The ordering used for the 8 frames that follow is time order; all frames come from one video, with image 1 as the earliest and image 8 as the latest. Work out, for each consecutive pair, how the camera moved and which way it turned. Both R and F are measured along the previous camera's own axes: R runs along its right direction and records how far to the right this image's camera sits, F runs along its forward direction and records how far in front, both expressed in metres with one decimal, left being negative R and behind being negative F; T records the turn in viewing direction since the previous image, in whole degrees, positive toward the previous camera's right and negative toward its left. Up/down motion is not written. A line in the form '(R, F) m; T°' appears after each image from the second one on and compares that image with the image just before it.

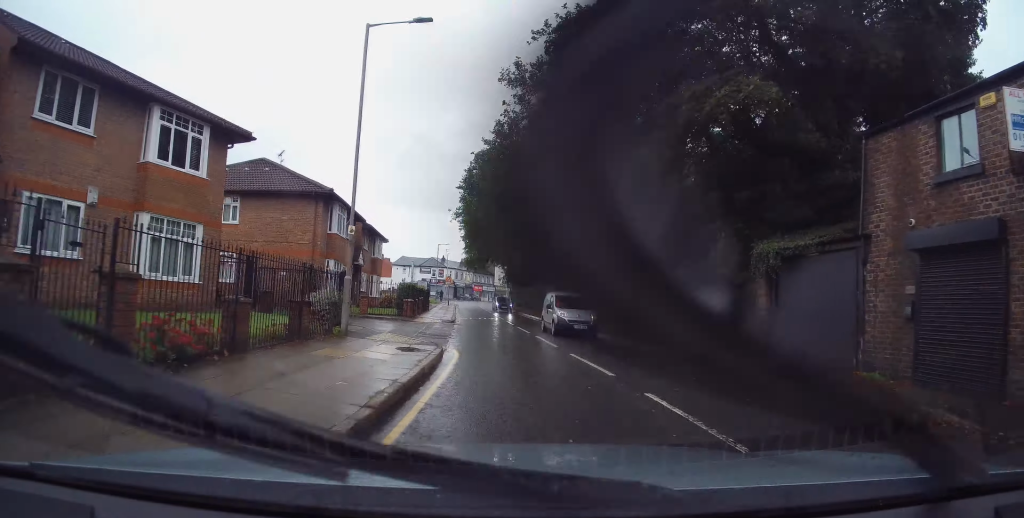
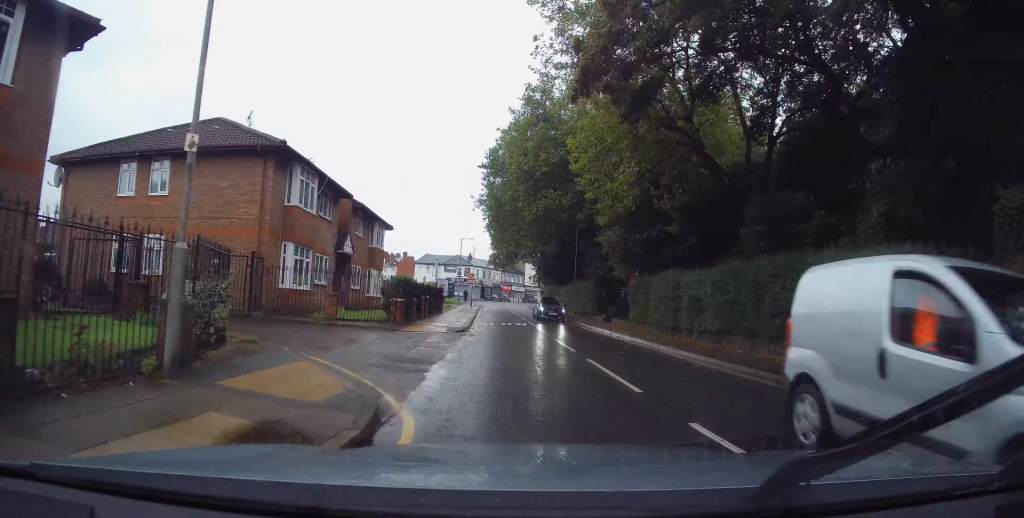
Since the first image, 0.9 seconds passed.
(+0.5, +7.8) m; 0°
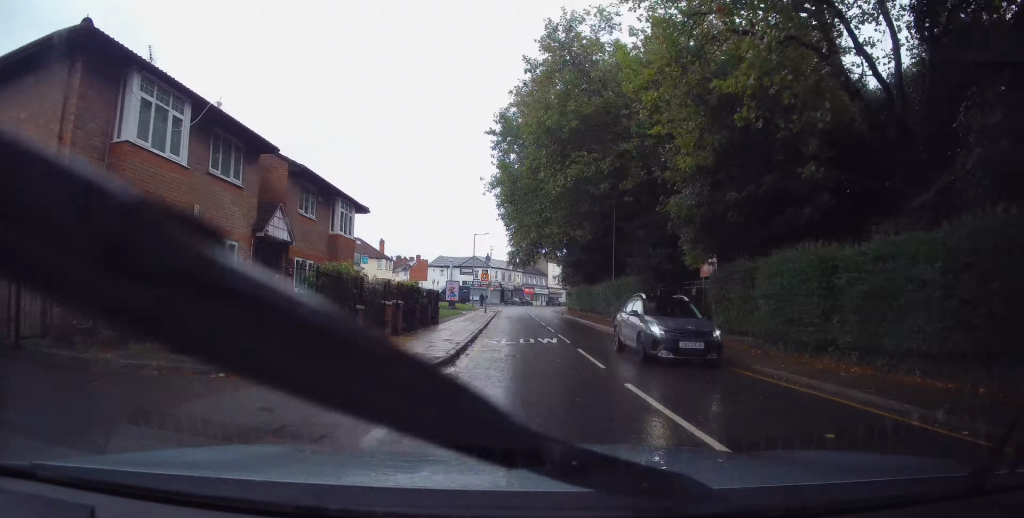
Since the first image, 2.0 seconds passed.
(-0.5, +9.2) m; -4°
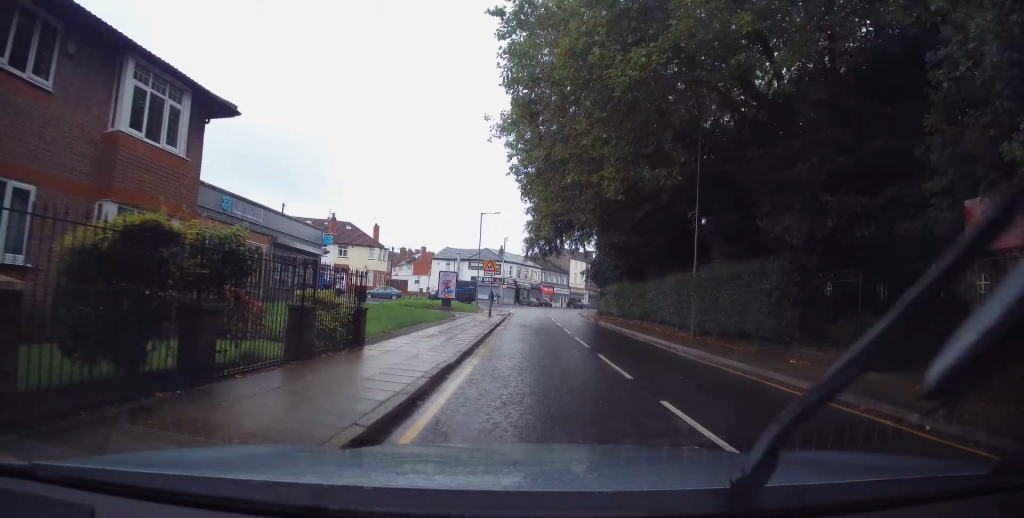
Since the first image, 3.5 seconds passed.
(0.0, +13.6) m; -2°
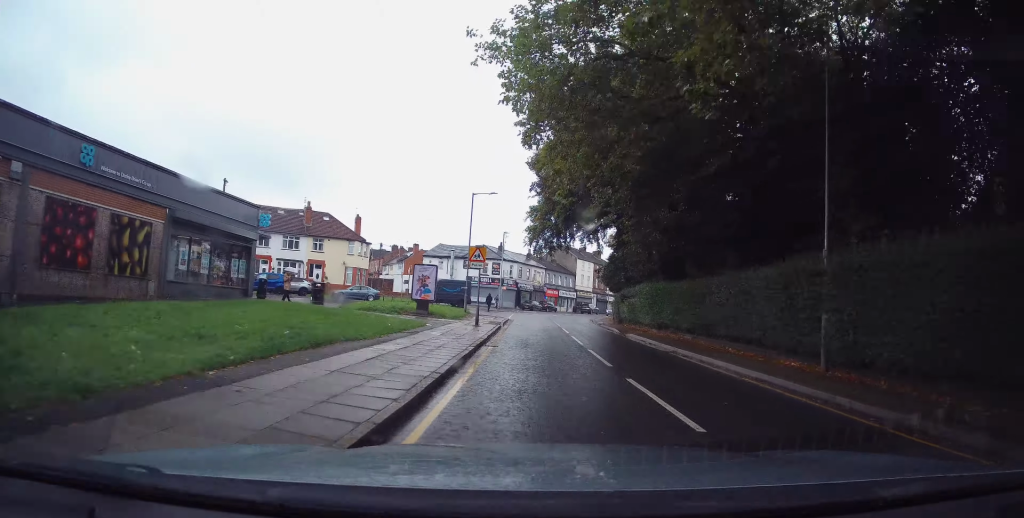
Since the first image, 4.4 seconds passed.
(-0.2, +9.5) m; -2°
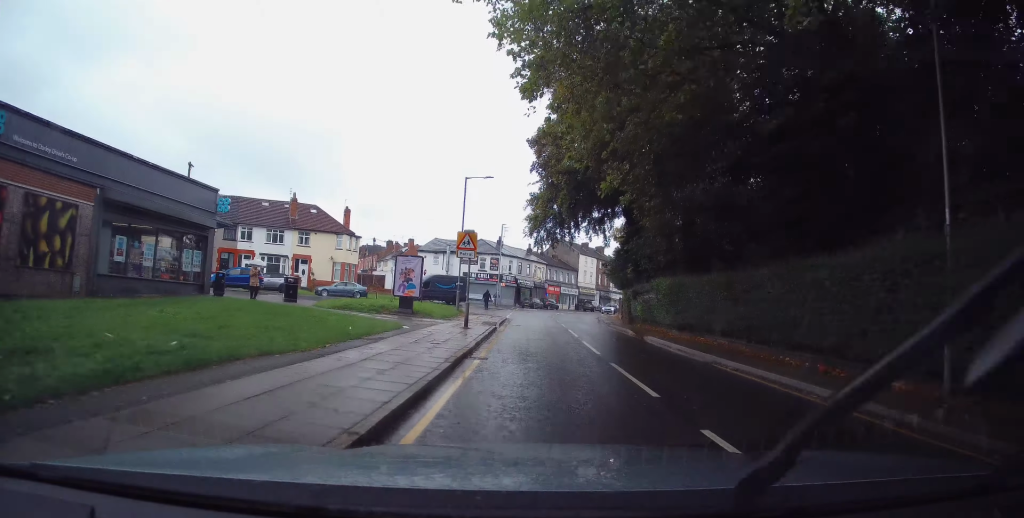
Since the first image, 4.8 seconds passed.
(-0.2, +4.0) m; 0°
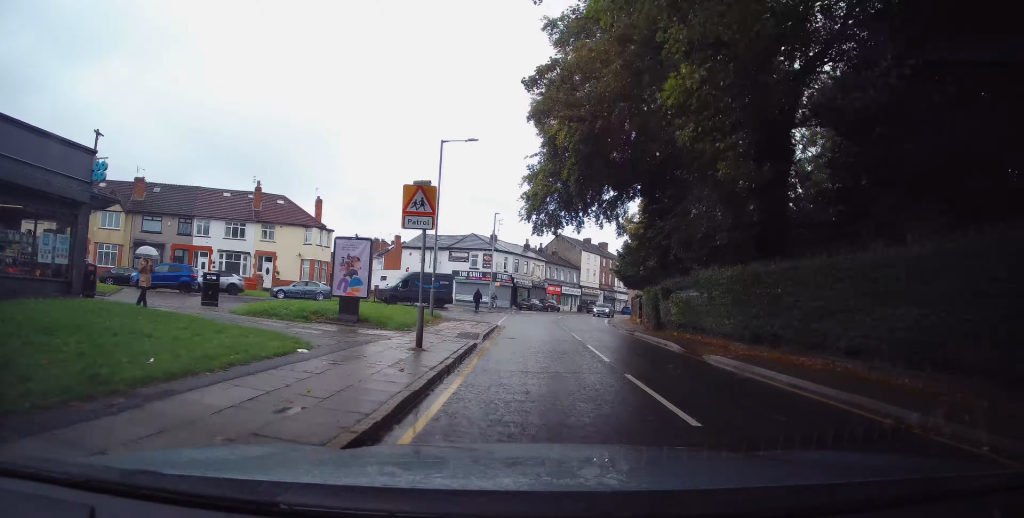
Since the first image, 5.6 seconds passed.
(+0.2, +7.7) m; +2°
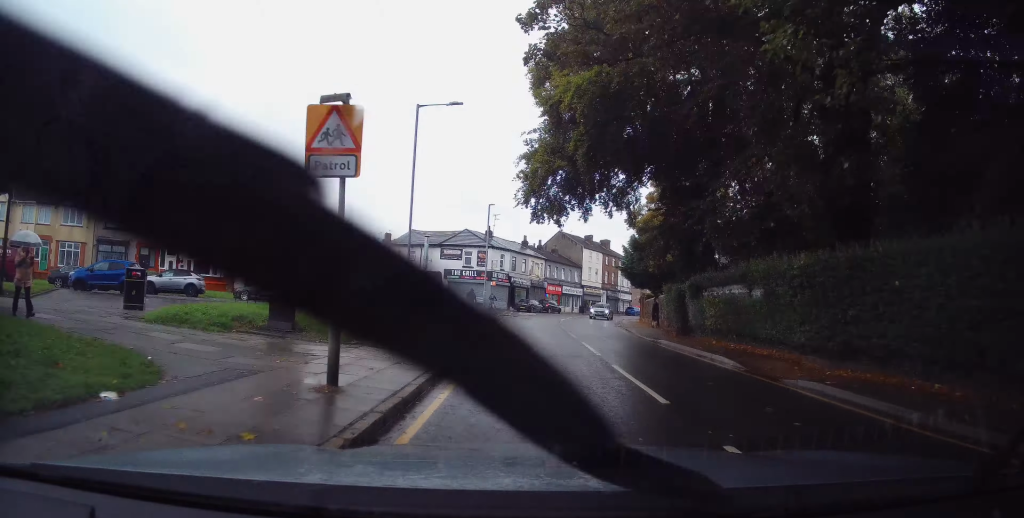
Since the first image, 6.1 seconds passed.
(+0.1, +4.7) m; +1°
